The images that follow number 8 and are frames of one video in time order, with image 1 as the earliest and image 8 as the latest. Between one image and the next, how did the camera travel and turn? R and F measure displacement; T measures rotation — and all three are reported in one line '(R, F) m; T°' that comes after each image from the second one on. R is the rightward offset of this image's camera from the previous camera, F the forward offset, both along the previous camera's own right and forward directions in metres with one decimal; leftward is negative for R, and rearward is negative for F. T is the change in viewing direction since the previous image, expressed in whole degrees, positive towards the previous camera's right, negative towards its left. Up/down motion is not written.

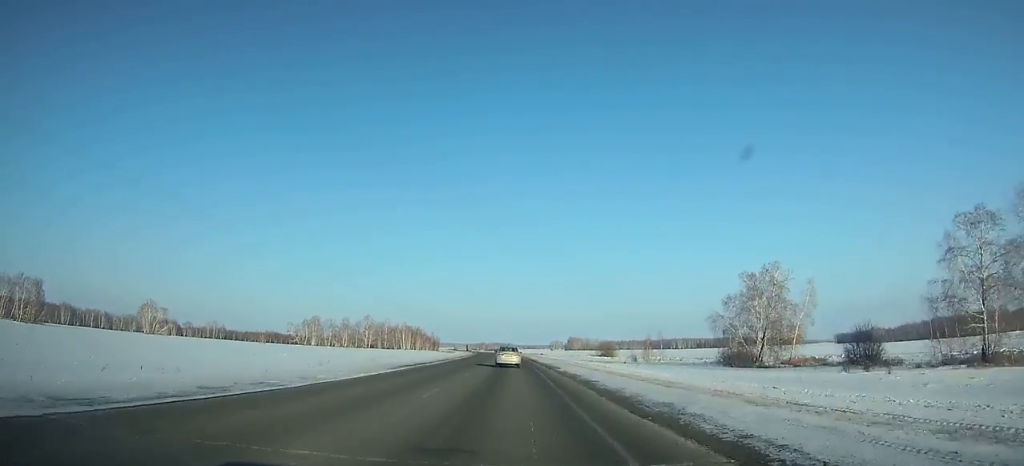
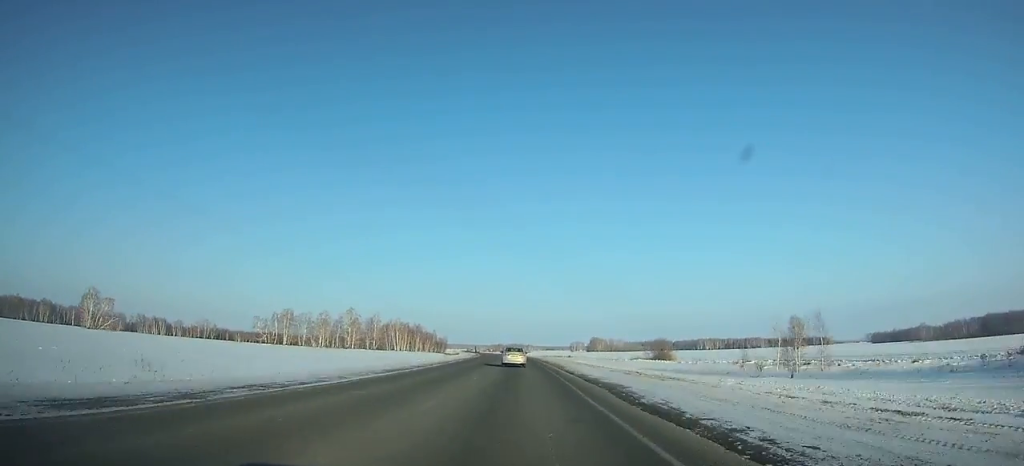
(-0.8, +51.3) m; -1°
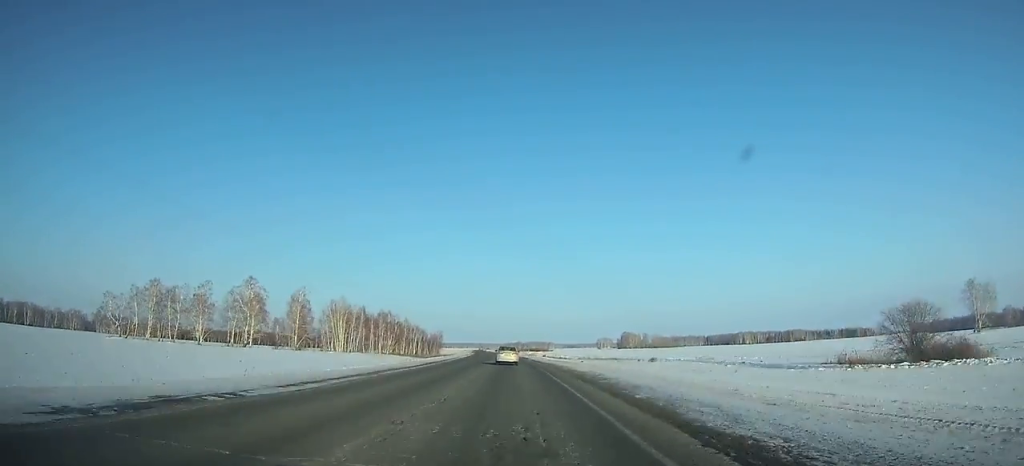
(-1.4, +92.1) m; -2°
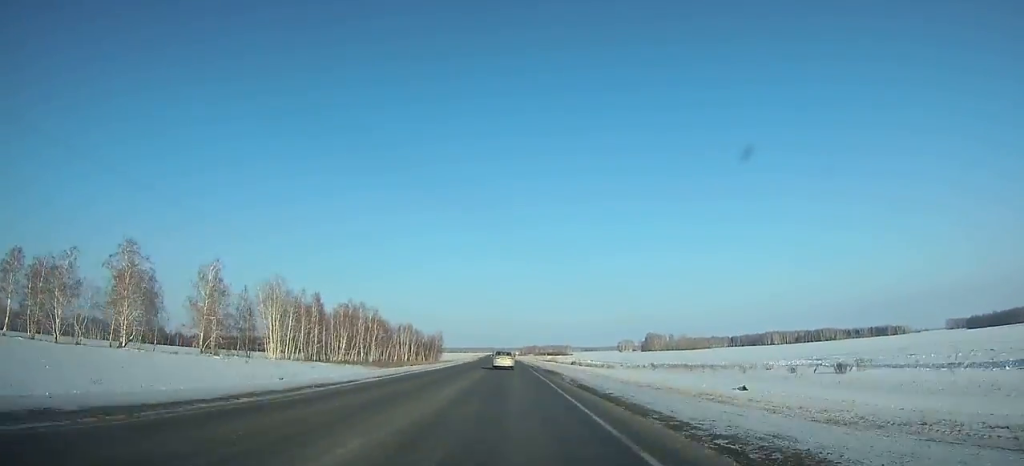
(-0.9, +46.0) m; -1°
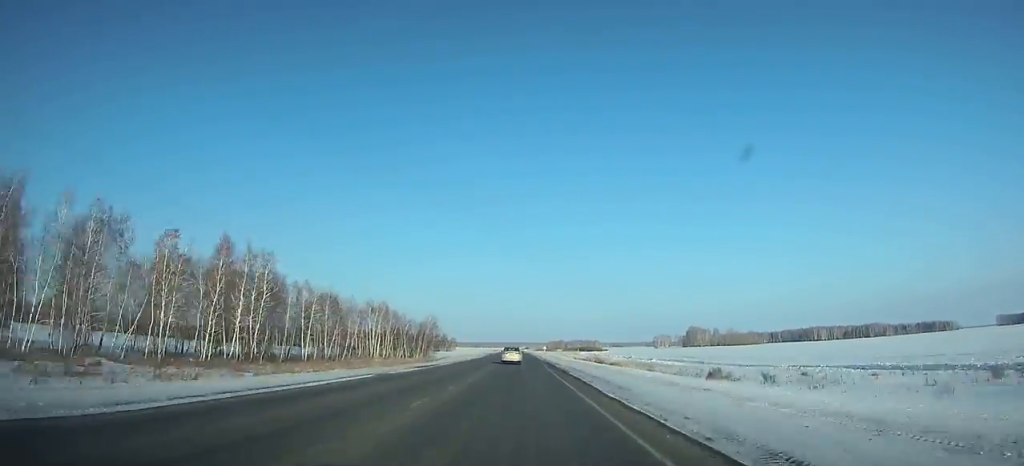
(-1.2, +66.3) m; -1°
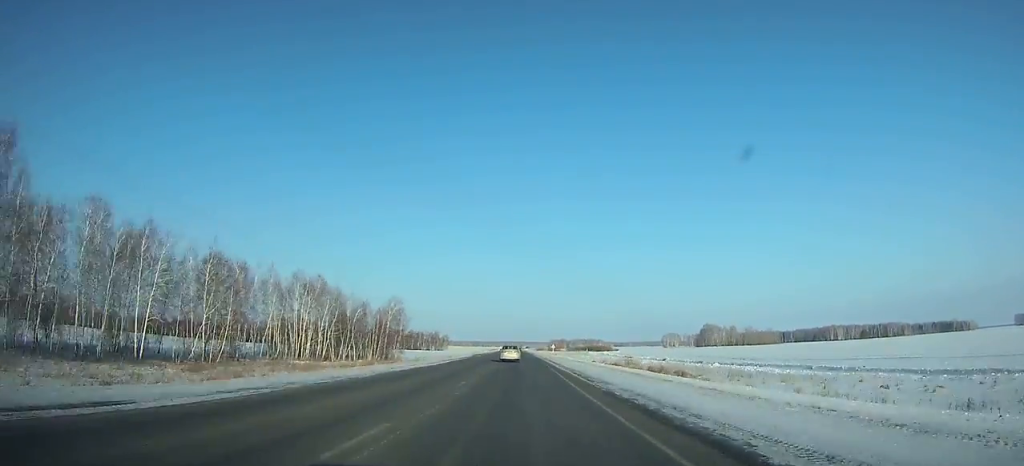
(-0.3, +40.7) m; -1°
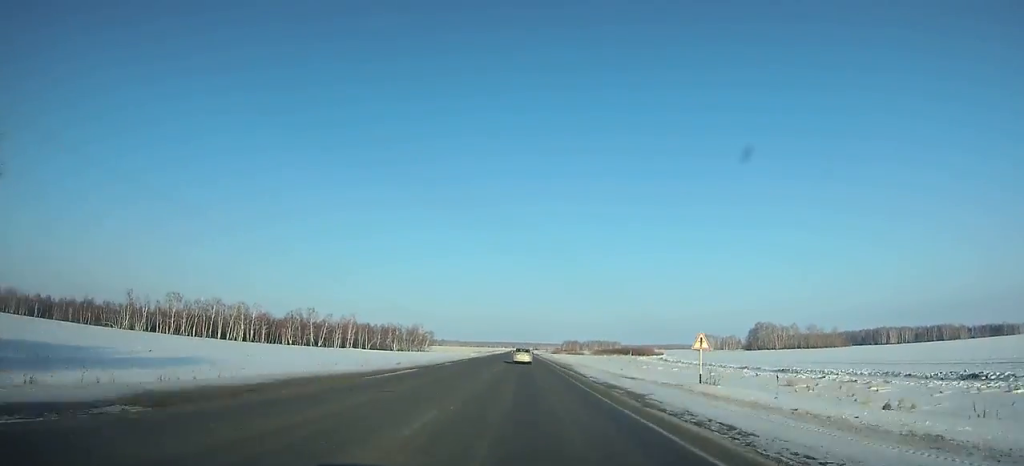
(-0.5, +94.3) m; 0°
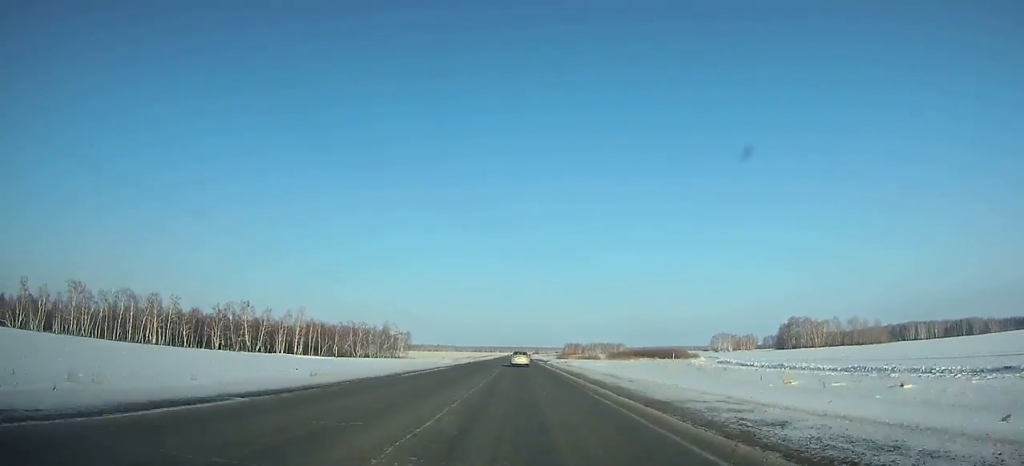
(0.0, +53.7) m; 0°
